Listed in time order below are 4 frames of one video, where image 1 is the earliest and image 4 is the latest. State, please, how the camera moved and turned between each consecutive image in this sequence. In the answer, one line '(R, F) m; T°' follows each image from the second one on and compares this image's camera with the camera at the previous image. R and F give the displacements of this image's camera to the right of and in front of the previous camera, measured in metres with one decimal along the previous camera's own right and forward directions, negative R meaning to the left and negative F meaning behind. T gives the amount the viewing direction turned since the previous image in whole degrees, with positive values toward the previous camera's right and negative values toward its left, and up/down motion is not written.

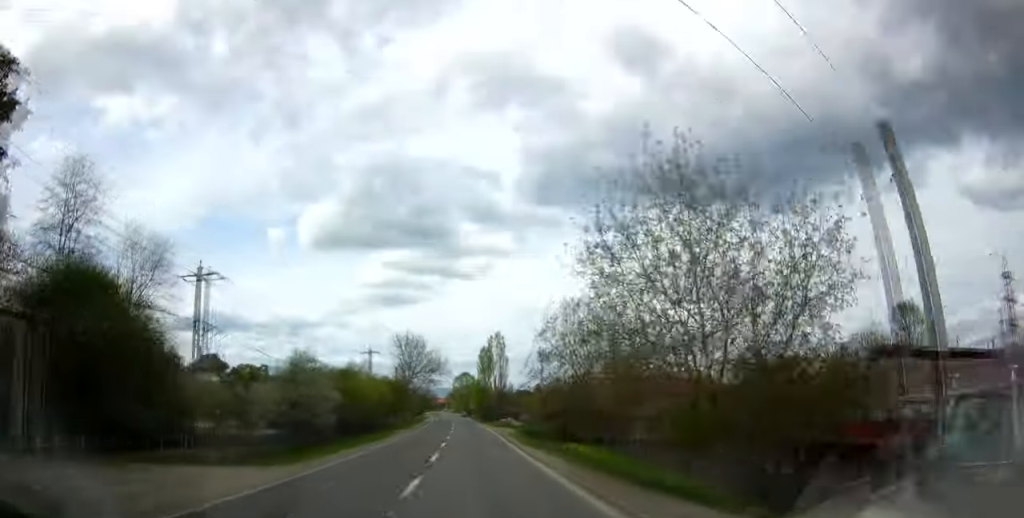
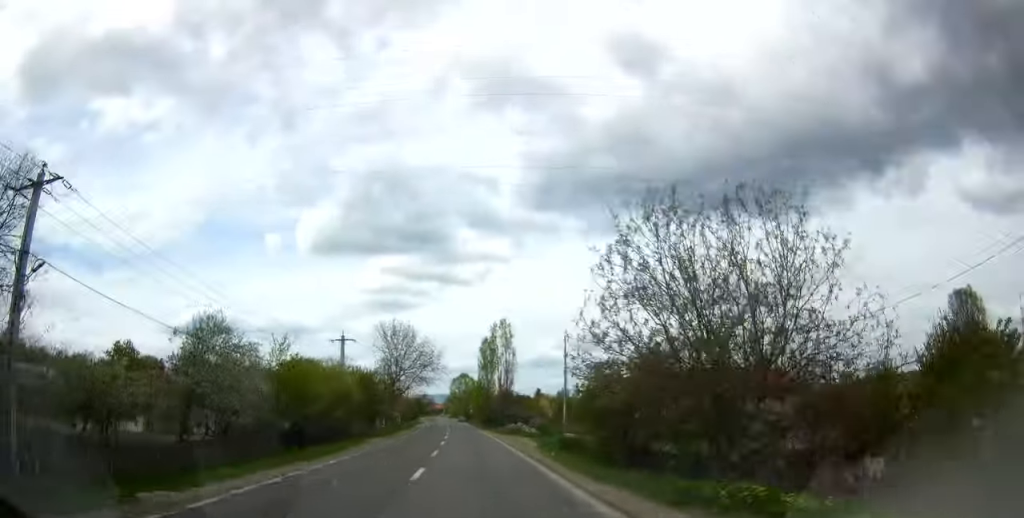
(+0.2, +15.0) m; +1°
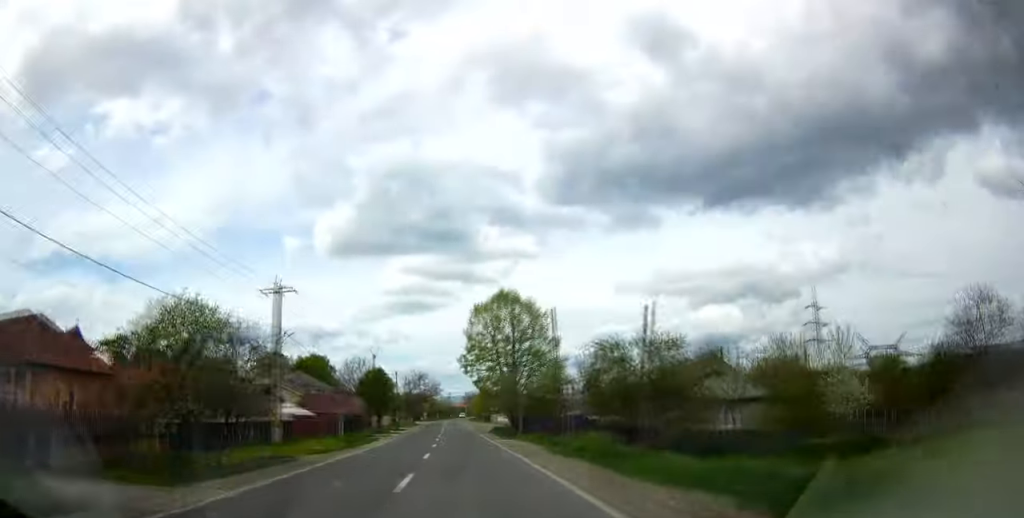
(+1.5, +101.1) m; 0°
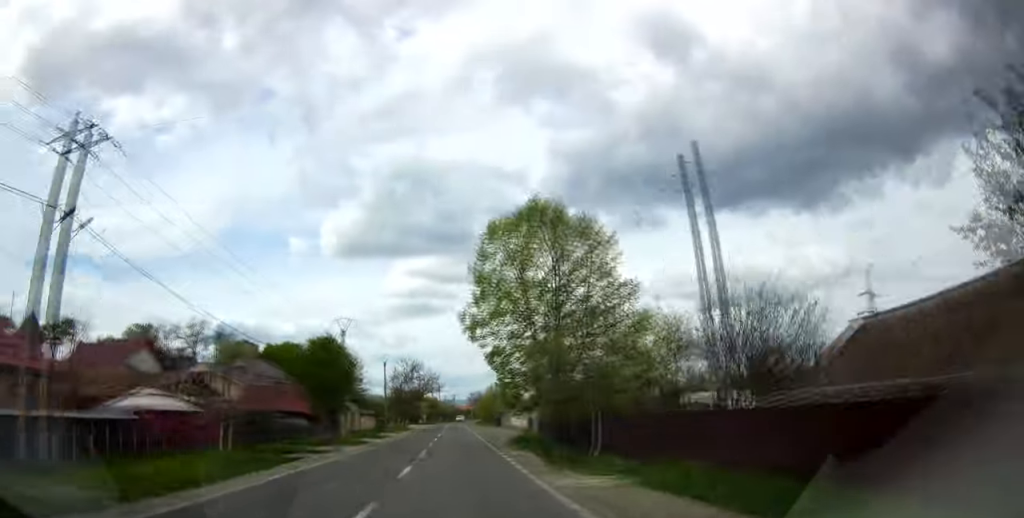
(-0.8, +25.2) m; -1°
